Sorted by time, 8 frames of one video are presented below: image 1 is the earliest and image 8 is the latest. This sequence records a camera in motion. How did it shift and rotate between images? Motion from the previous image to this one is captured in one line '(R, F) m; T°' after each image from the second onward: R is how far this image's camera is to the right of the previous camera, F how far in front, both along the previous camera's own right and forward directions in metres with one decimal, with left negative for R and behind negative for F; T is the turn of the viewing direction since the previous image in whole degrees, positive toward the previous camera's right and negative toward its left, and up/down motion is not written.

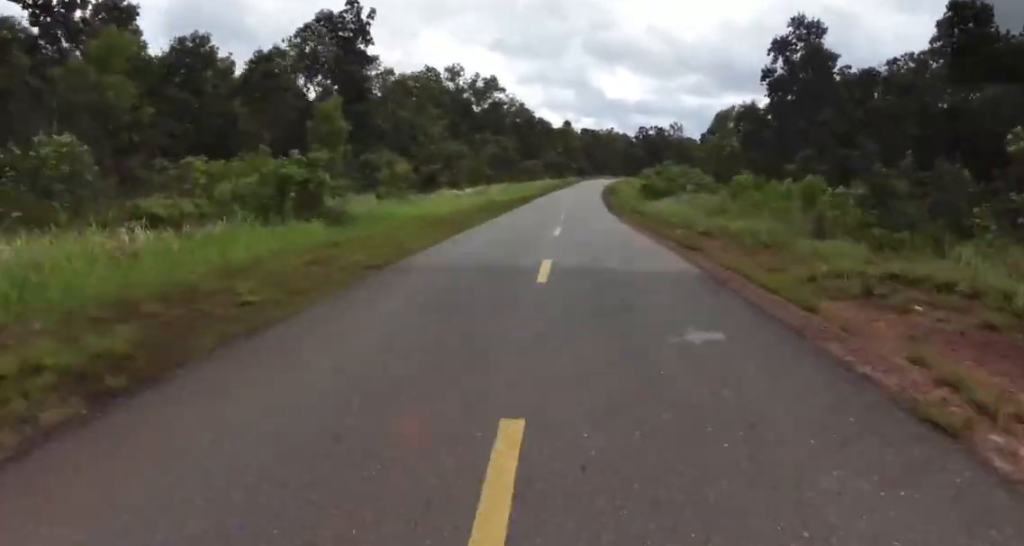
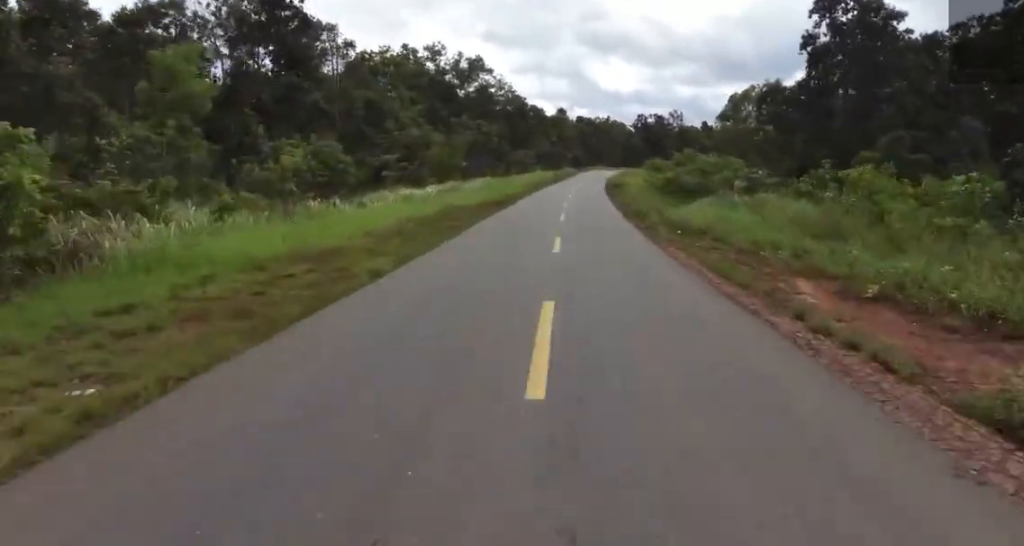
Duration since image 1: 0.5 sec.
(-0.1, +11.3) m; +2°
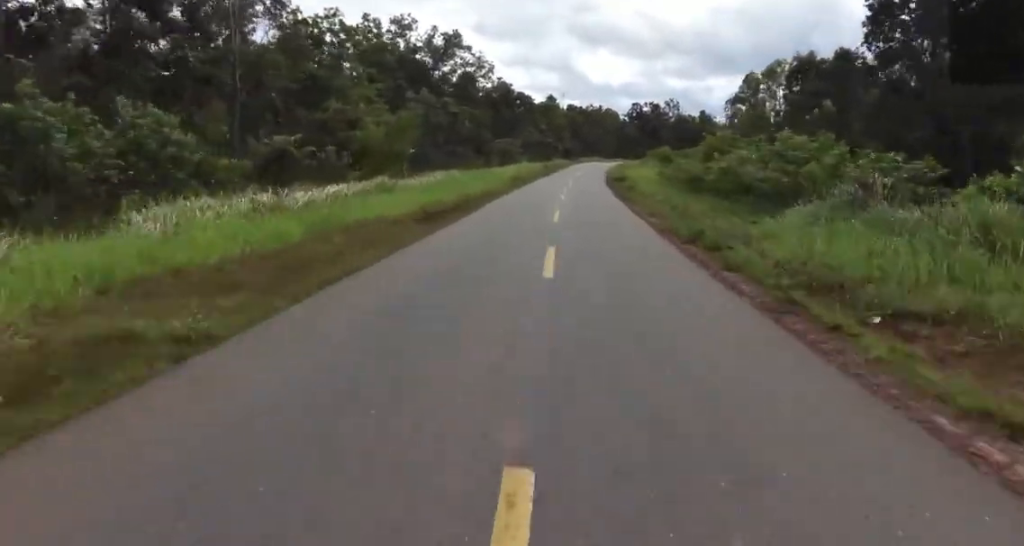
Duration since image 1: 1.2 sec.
(-0.3, +13.4) m; +2°
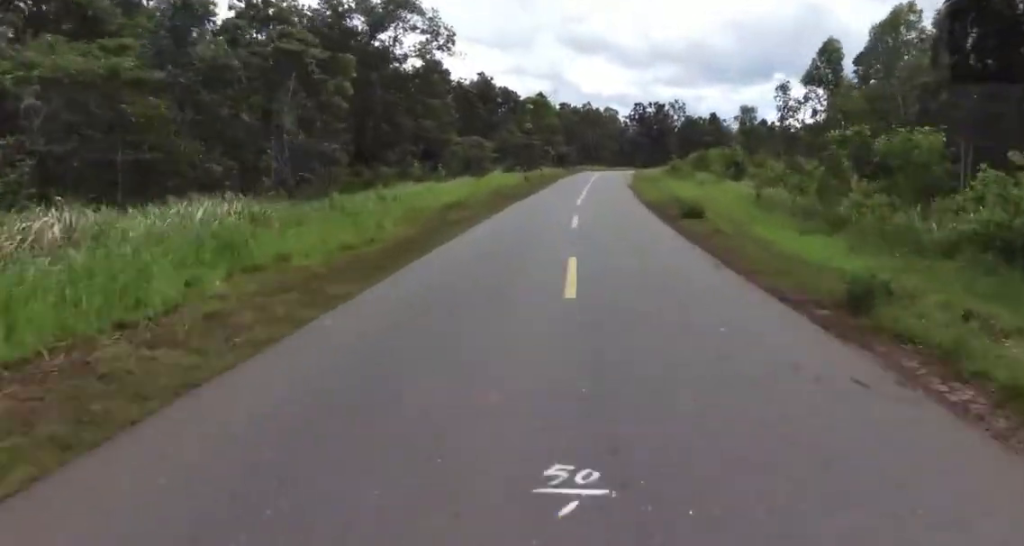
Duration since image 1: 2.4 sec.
(+1.2, +25.6) m; +1°
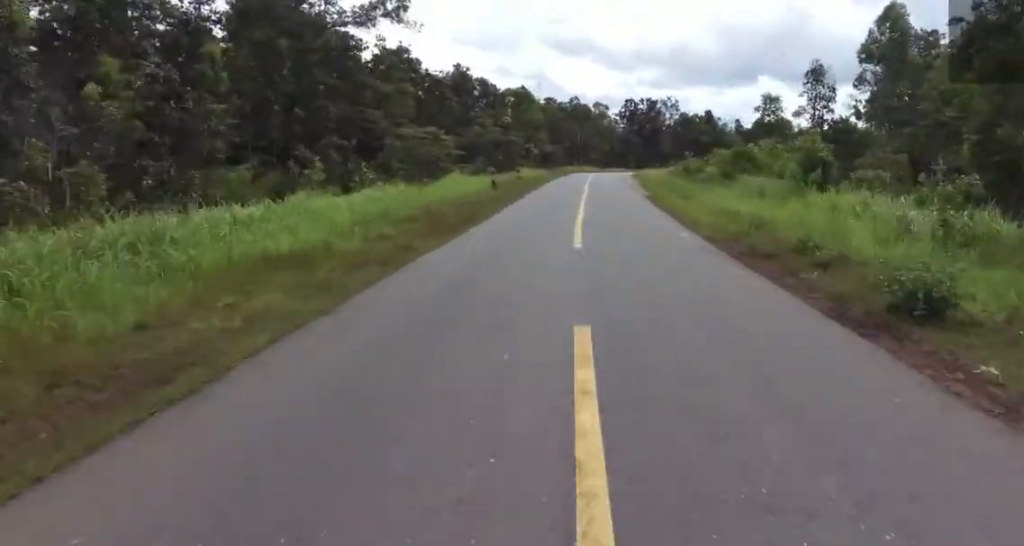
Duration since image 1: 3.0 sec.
(-0.7, +11.9) m; -1°
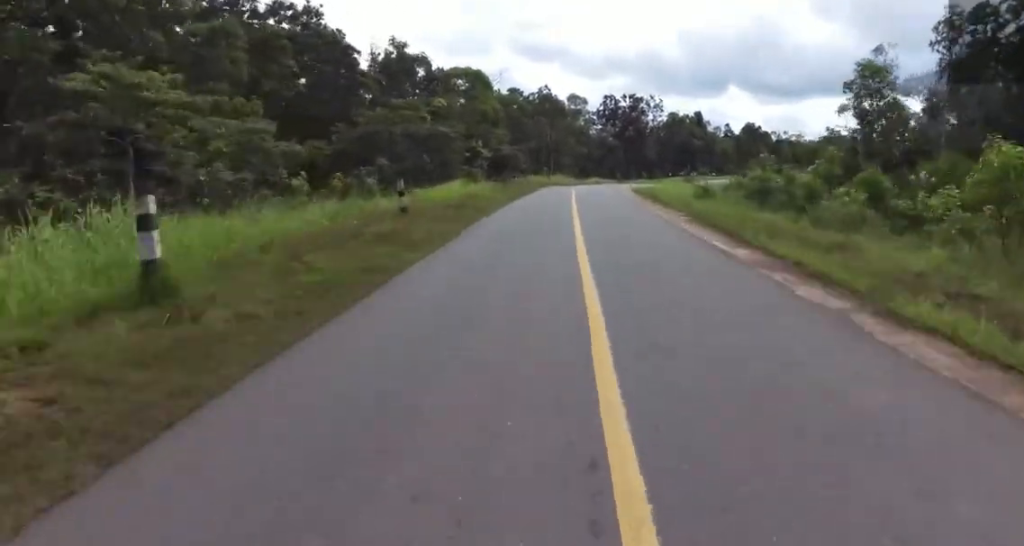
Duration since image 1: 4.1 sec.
(+1.1, +22.9) m; +8°
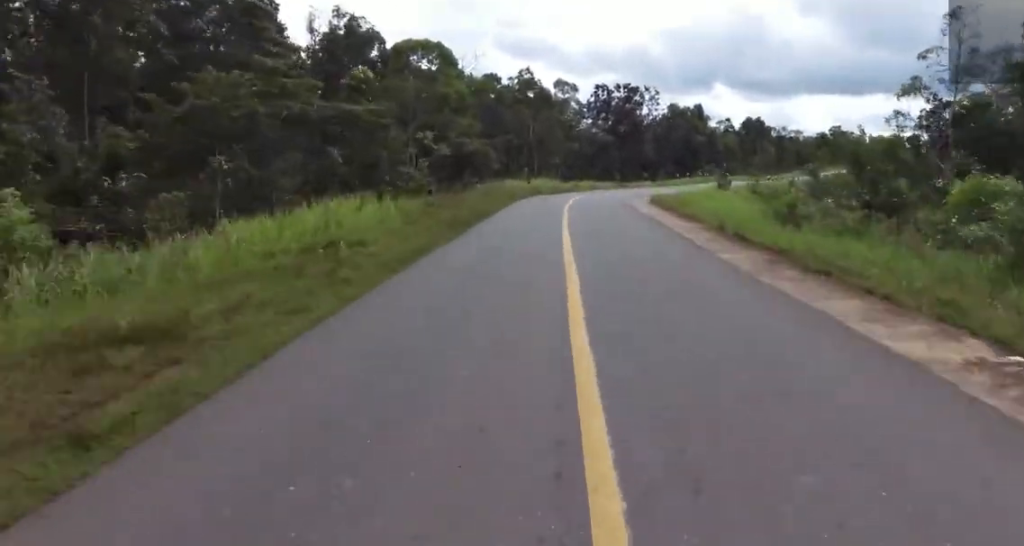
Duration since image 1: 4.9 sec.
(+1.1, +13.1) m; 0°
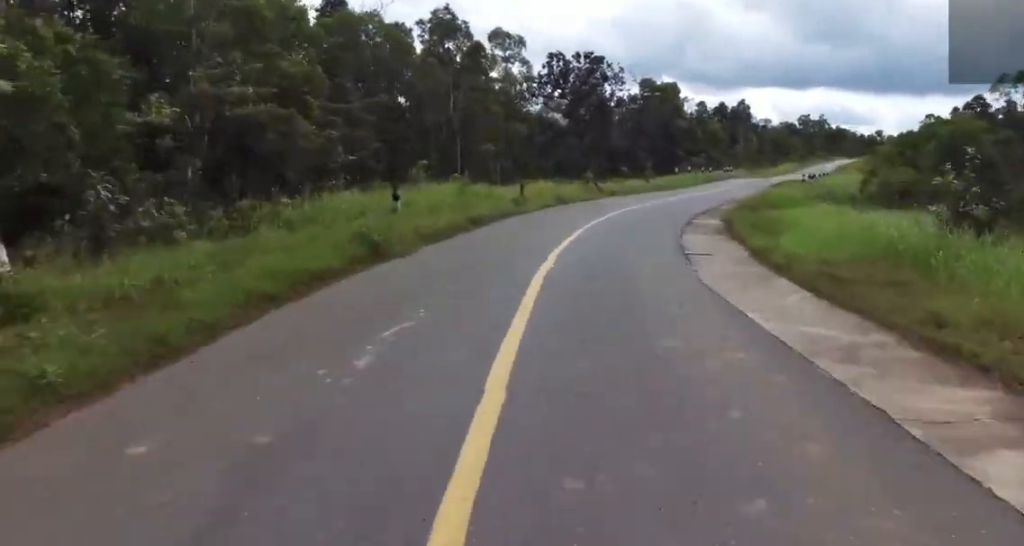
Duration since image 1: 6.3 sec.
(-0.1, +23.2) m; +8°
